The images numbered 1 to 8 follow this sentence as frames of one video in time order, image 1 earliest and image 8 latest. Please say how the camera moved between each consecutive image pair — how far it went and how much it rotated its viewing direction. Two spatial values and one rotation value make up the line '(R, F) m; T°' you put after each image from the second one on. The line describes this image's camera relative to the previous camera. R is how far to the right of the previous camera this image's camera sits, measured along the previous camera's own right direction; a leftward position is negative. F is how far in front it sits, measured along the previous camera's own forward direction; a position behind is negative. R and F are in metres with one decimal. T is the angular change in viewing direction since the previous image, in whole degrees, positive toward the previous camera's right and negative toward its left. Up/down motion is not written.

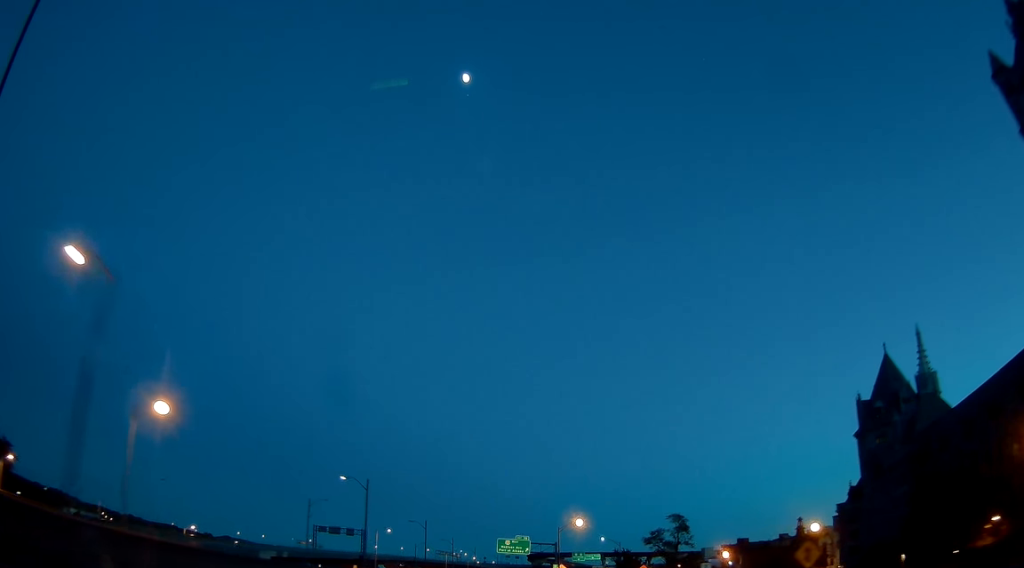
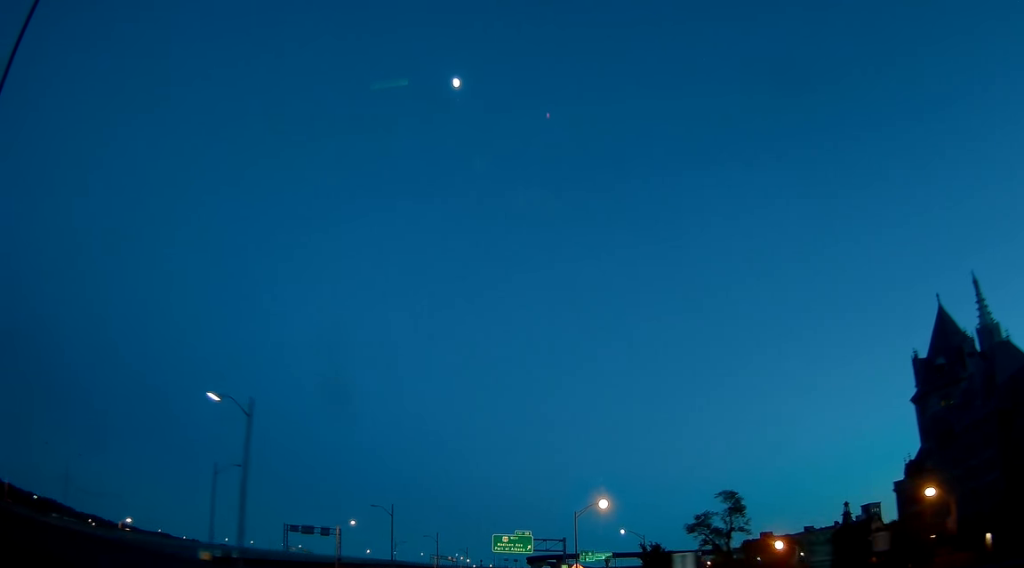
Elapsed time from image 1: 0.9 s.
(0.0, +23.7) m; 0°
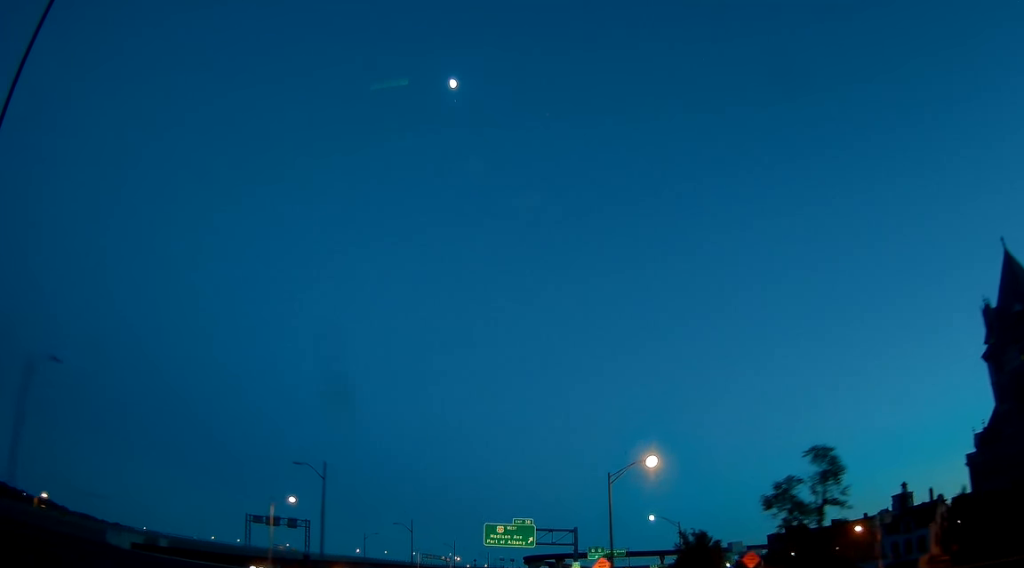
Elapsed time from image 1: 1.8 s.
(0.0, +22.8) m; 0°
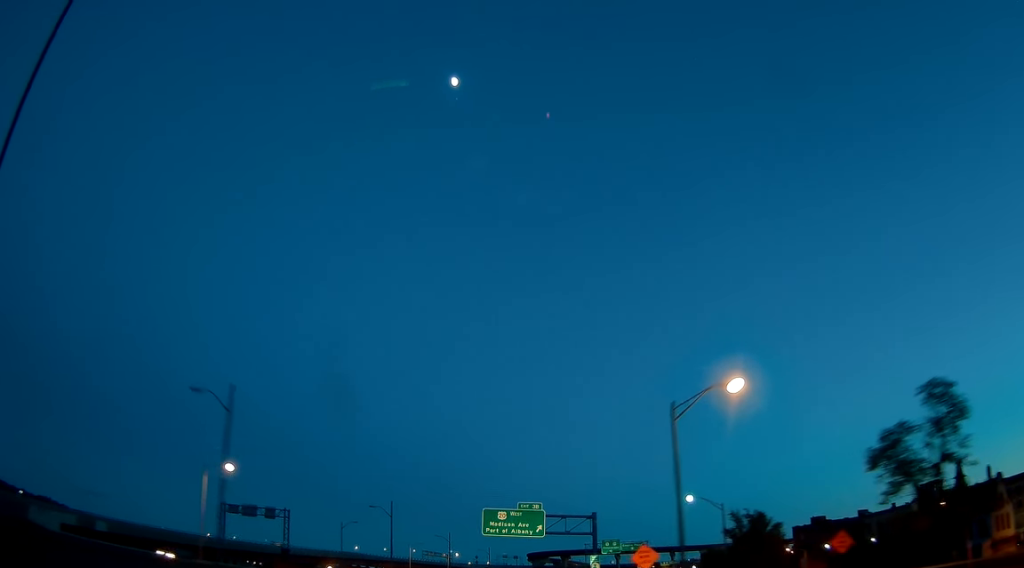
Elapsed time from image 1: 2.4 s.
(0.0, +15.2) m; 0°
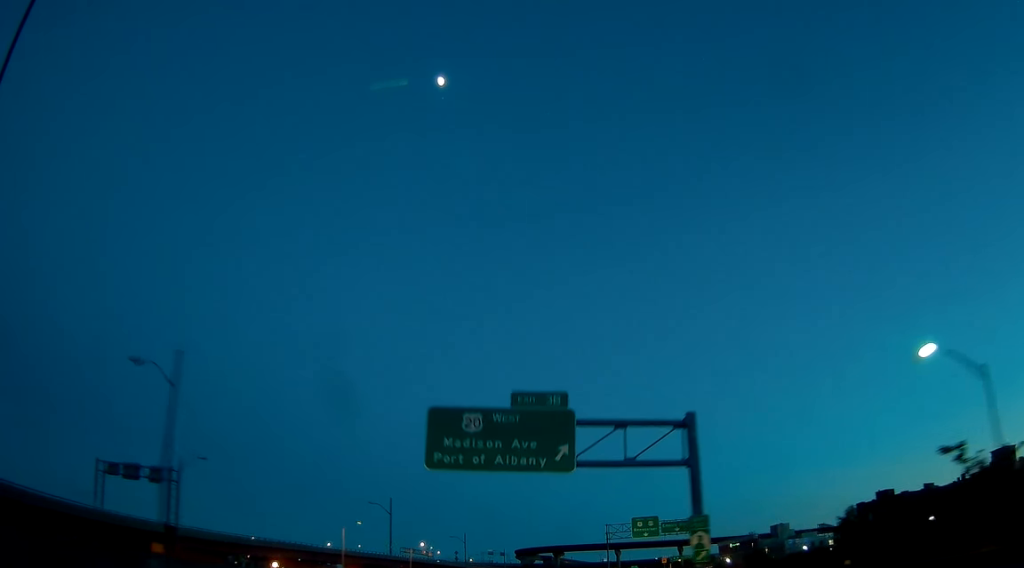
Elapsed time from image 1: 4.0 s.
(+0.1, +40.4) m; +1°
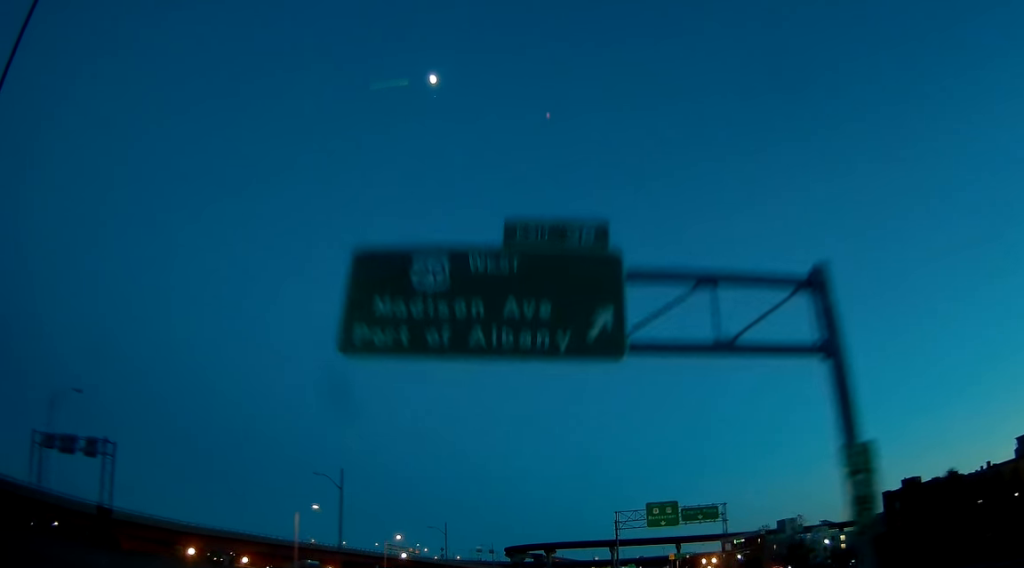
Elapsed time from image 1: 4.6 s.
(+0.1, +15.0) m; +1°
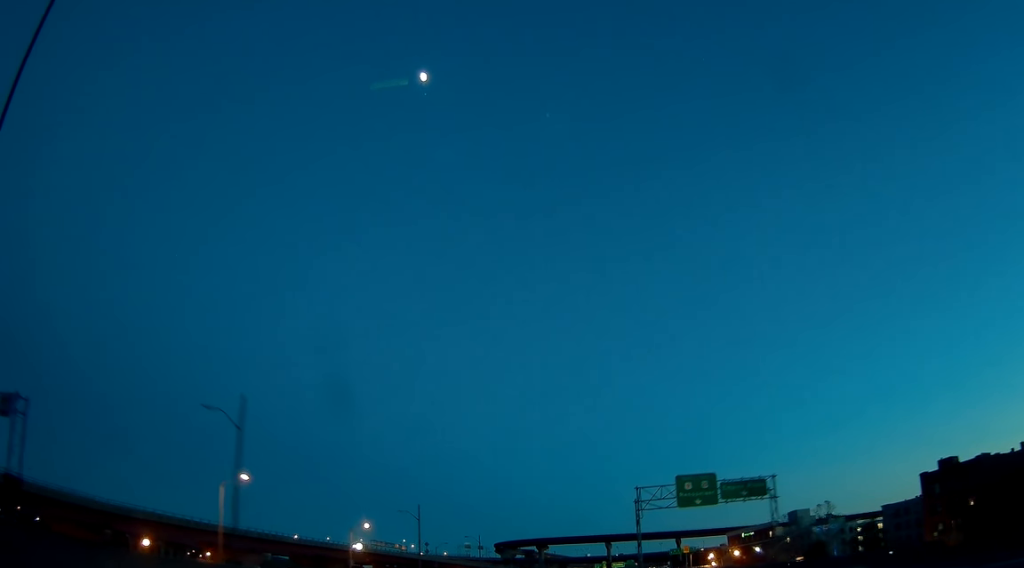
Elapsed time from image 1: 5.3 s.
(+0.1, +15.8) m; +1°
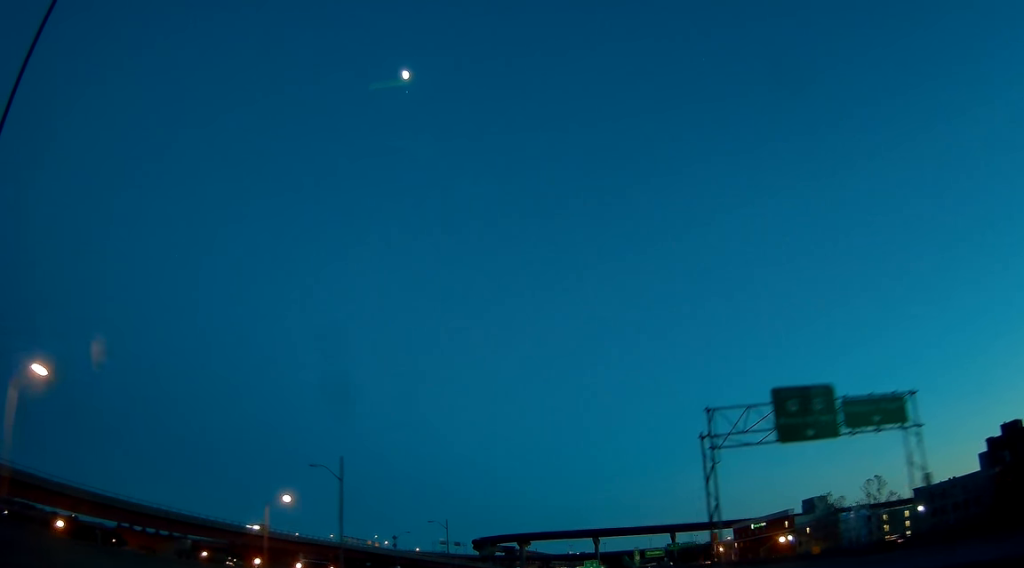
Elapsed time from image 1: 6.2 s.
(+0.3, +23.3) m; +2°
